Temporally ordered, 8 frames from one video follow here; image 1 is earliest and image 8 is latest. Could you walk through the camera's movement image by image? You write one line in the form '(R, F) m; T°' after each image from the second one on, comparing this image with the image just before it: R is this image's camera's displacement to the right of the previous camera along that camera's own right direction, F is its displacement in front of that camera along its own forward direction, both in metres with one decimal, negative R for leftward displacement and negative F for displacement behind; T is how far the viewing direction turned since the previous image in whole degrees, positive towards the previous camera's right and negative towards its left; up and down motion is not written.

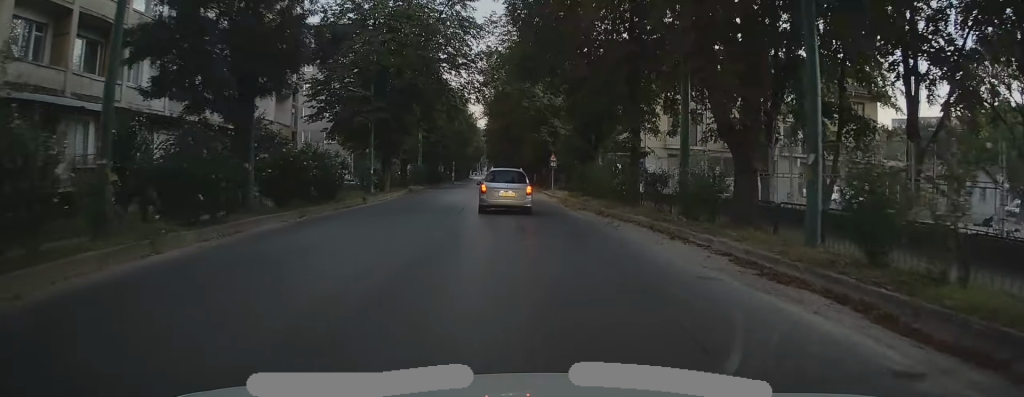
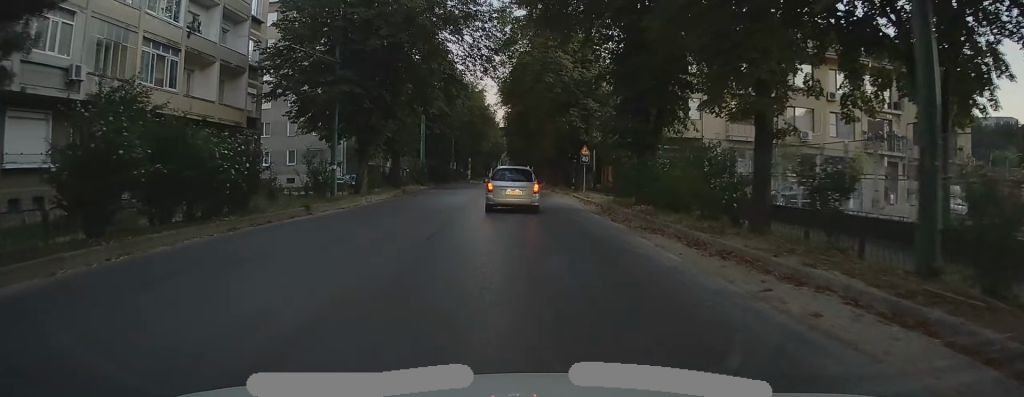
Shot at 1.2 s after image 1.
(-0.2, +11.4) m; -1°
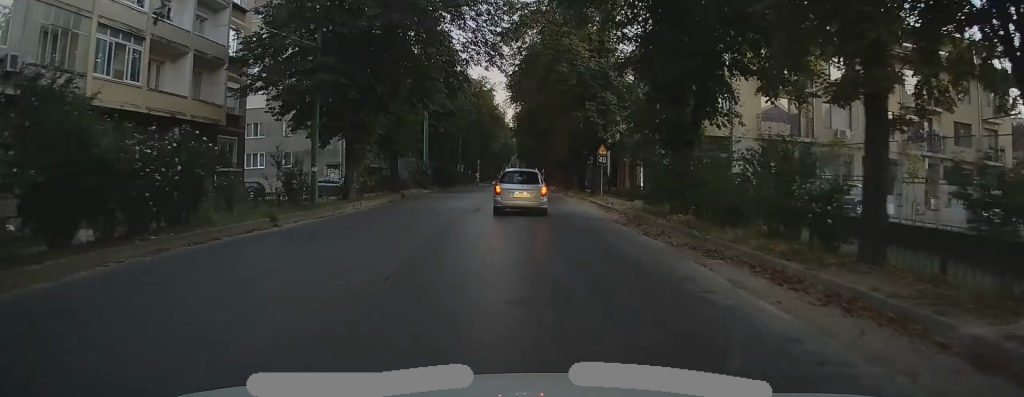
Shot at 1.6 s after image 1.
(0.0, +4.0) m; 0°
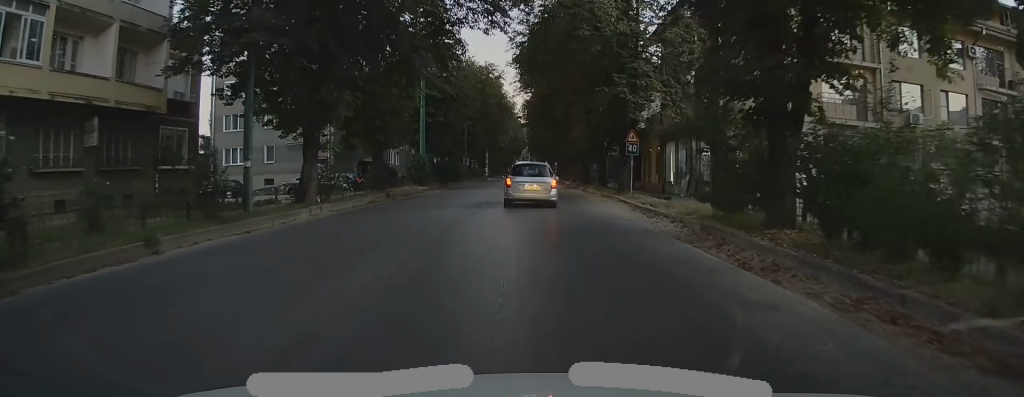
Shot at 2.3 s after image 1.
(+0.1, +6.9) m; +1°
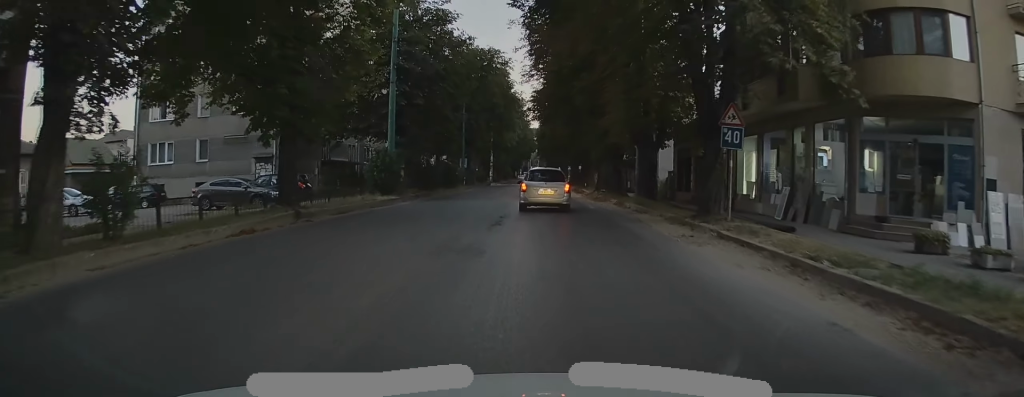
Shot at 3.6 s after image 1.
(+0.4, +13.4) m; 0°
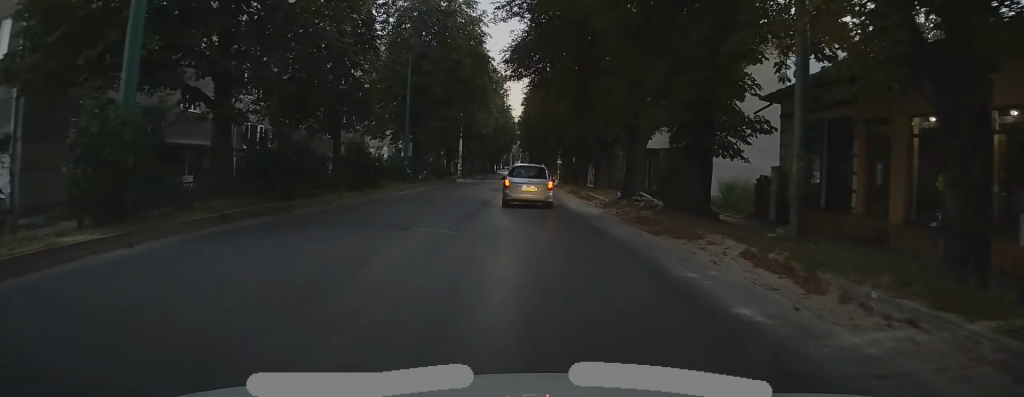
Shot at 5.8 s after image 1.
(-1.3, +21.6) m; -1°
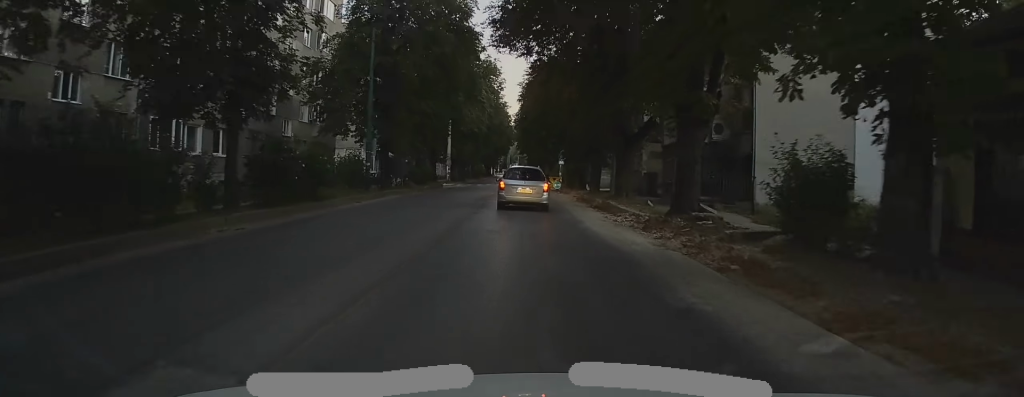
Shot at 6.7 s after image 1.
(+0.5, +9.4) m; +2°
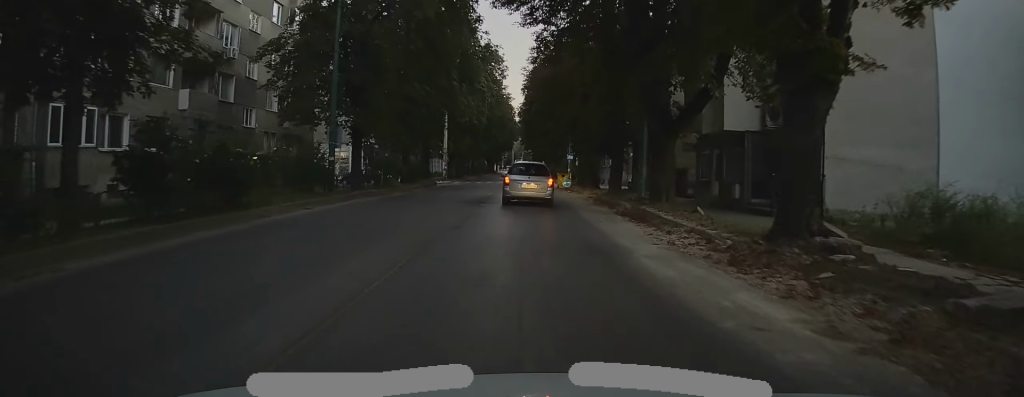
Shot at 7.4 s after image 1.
(-0.1, +6.9) m; -1°
